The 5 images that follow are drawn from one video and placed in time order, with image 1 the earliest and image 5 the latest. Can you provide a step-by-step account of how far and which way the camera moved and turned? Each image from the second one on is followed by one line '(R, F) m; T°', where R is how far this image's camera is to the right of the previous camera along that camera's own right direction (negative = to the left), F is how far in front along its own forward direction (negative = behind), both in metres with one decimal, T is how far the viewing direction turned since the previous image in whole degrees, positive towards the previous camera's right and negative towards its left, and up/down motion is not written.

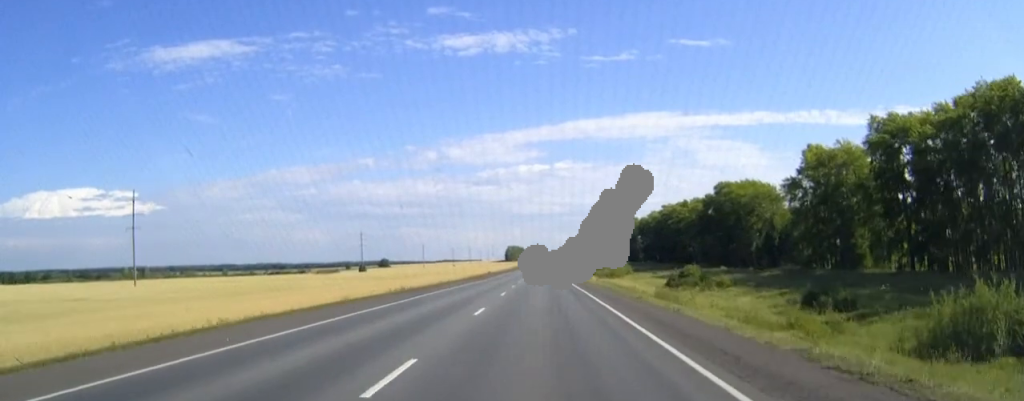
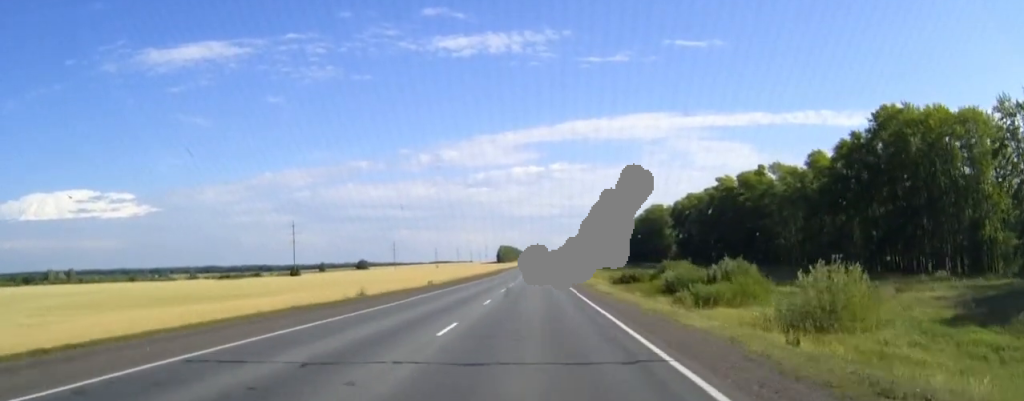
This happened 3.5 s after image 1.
(+0.2, +101.0) m; 0°
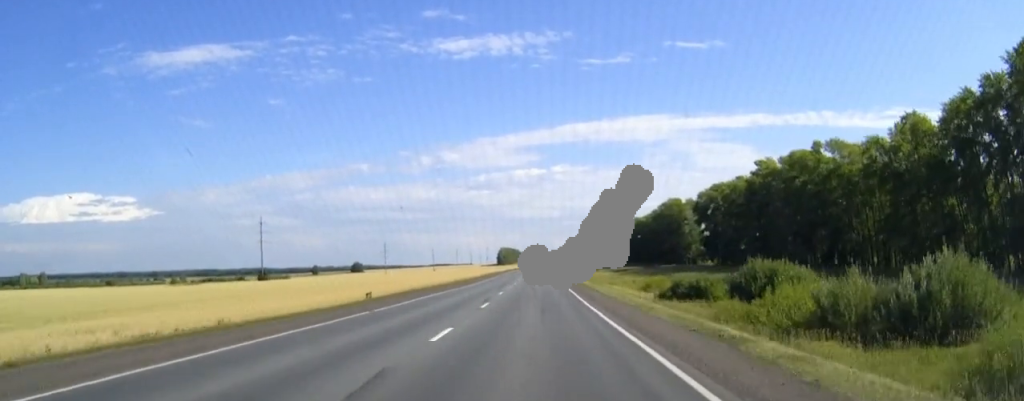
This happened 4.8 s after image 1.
(0.0, +36.3) m; 0°
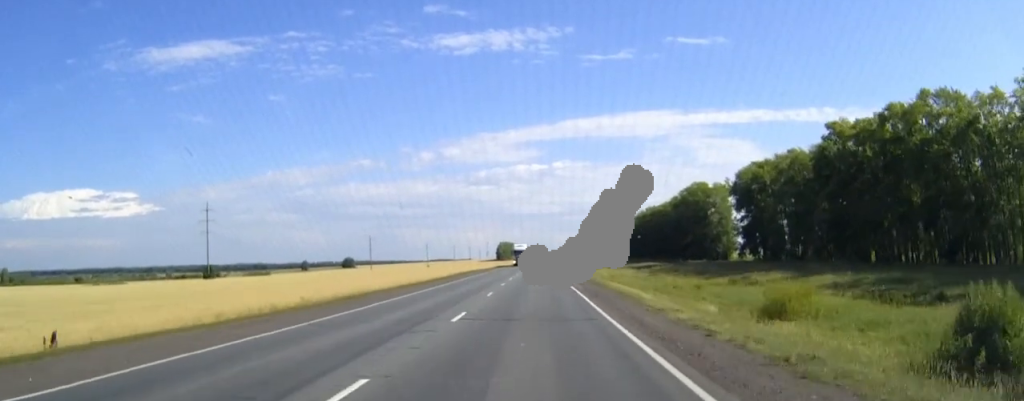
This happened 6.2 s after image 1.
(-0.1, +43.7) m; 0°
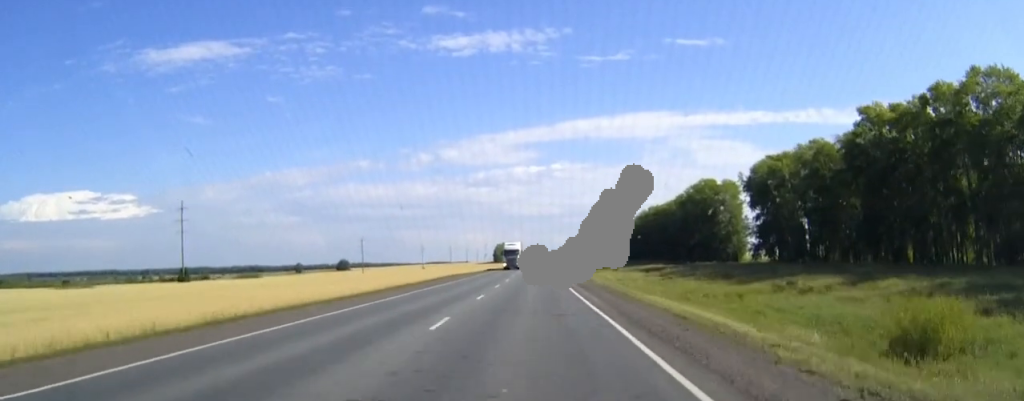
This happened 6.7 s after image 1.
(0.0, +14.9) m; 0°
